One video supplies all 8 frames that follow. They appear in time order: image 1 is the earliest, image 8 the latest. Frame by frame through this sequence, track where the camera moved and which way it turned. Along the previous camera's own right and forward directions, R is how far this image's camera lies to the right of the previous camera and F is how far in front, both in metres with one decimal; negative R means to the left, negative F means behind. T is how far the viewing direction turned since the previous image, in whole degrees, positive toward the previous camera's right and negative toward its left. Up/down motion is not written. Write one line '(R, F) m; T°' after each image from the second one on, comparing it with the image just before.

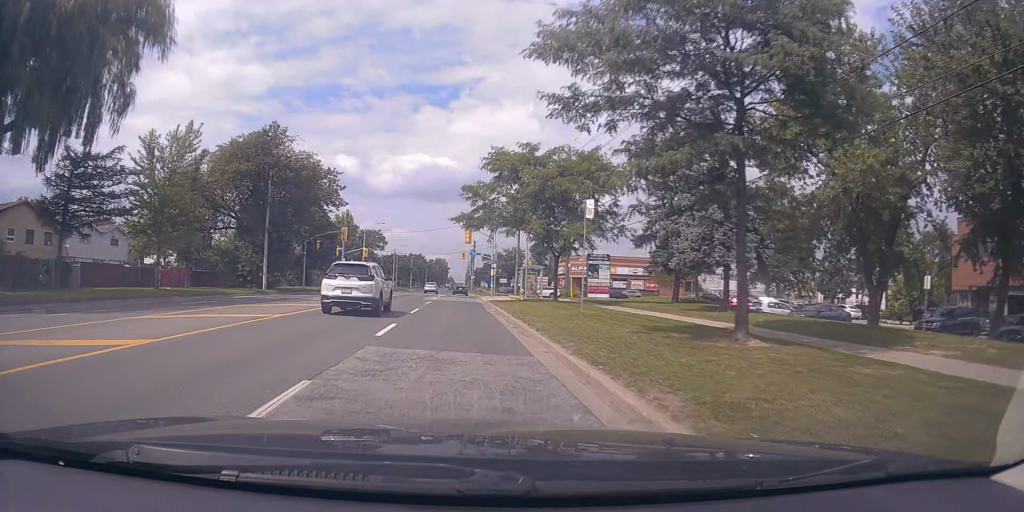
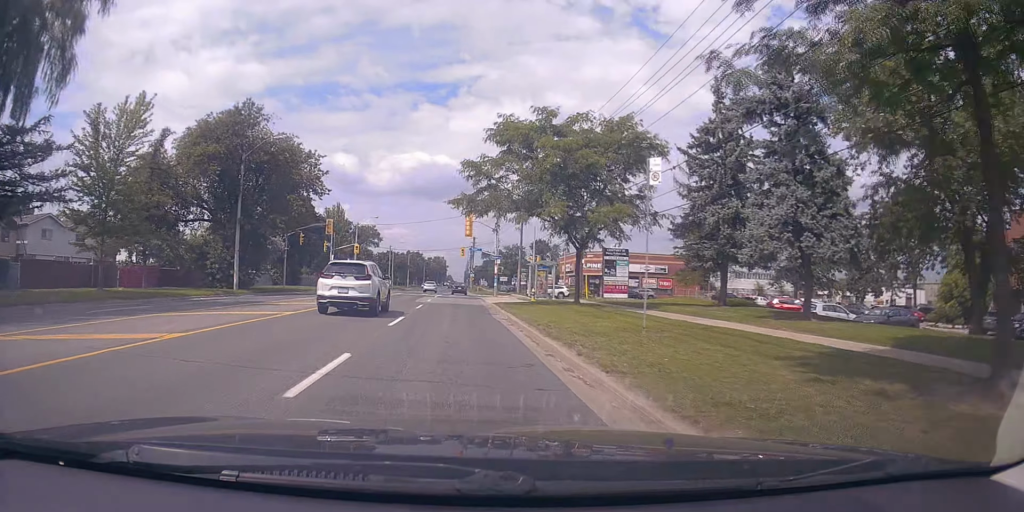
(-0.2, +6.3) m; 0°
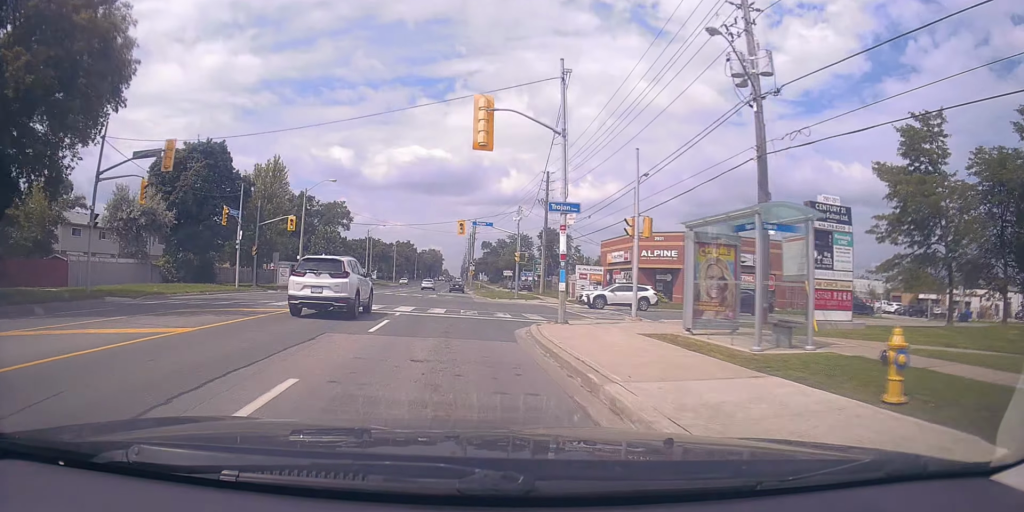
(-0.7, +29.2) m; -1°
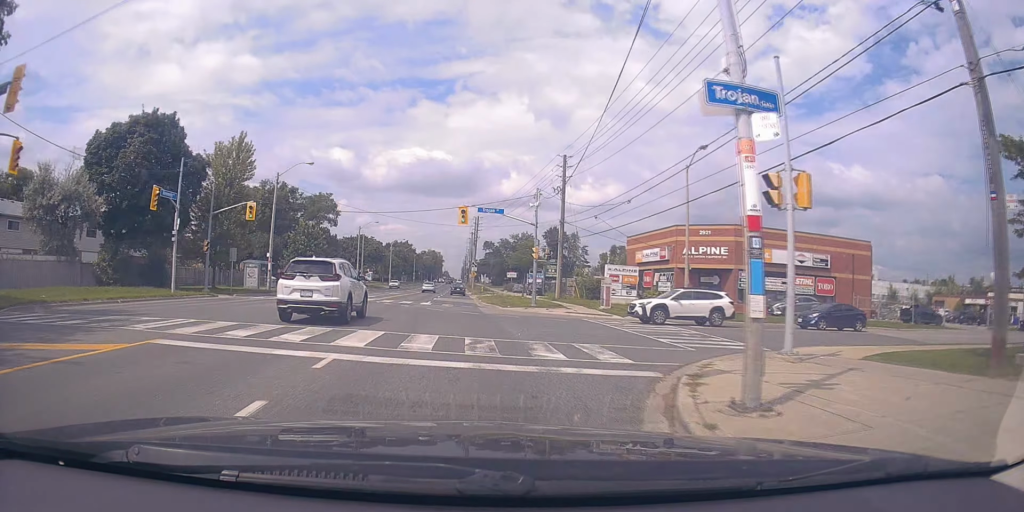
(+0.5, +10.0) m; +2°
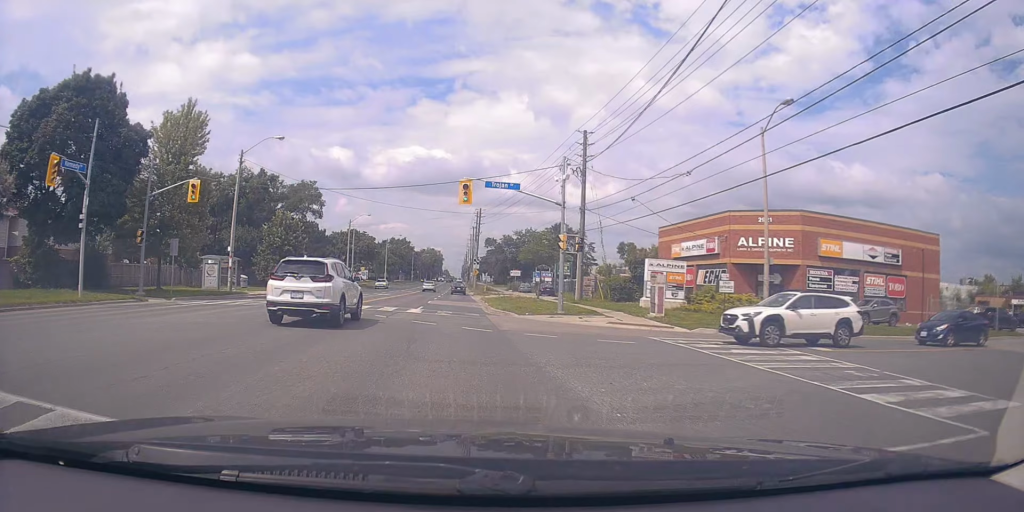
(+0.1, +9.1) m; +1°
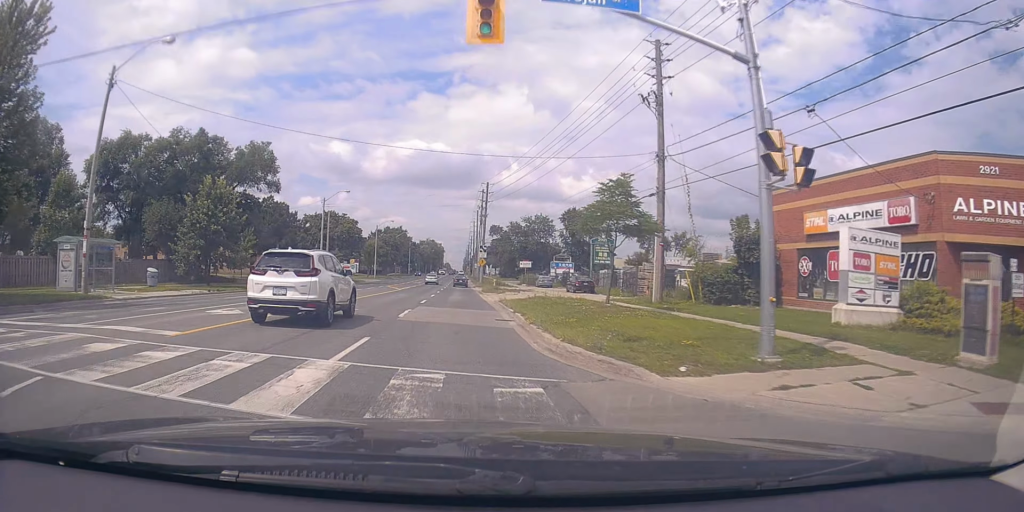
(0.0, +18.2) m; 0°
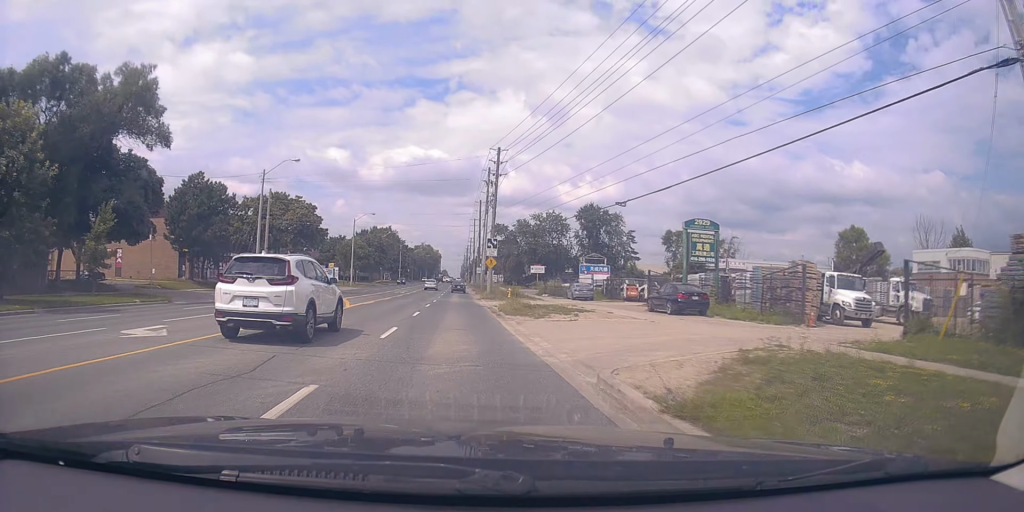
(-0.2, +22.2) m; -2°
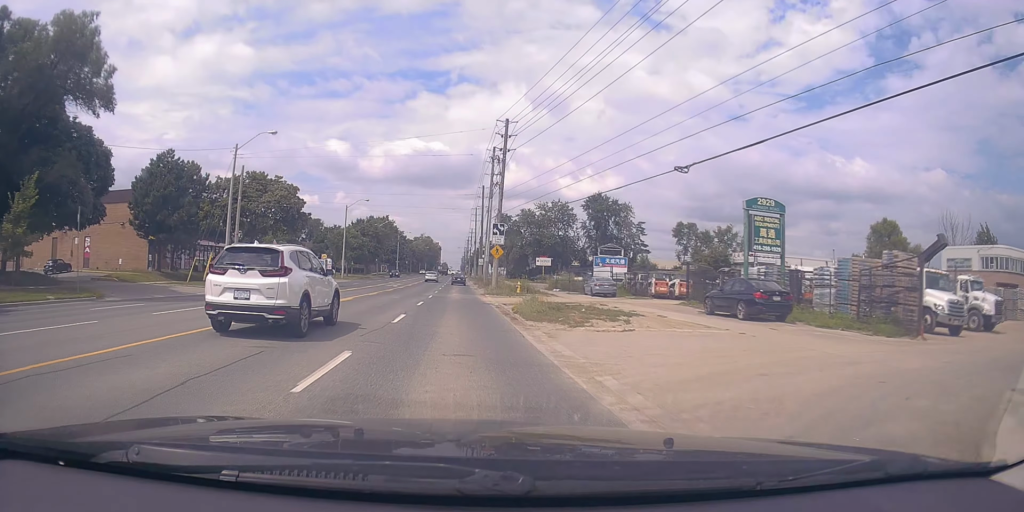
(-0.1, +6.8) m; 0°
